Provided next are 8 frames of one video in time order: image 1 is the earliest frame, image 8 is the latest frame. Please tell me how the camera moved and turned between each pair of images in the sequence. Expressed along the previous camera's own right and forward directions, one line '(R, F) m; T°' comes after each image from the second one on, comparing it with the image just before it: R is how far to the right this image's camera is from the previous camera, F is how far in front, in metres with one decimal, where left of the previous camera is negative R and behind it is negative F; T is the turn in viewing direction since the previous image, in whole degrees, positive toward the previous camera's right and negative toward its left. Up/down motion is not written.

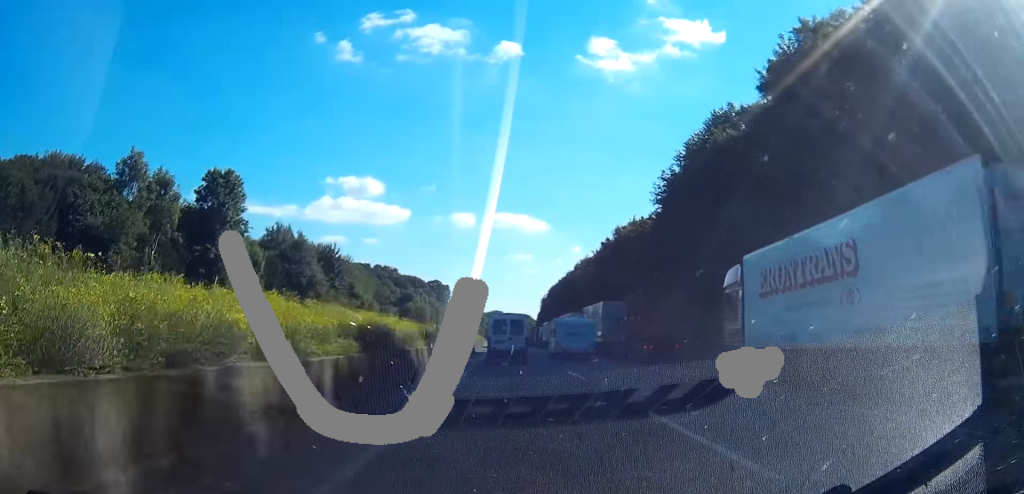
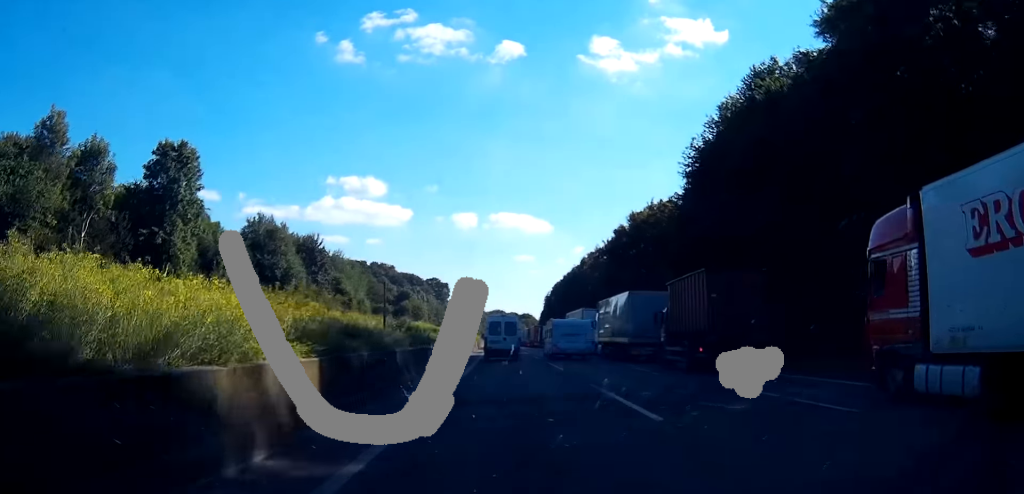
(-0.1, +15.1) m; -1°
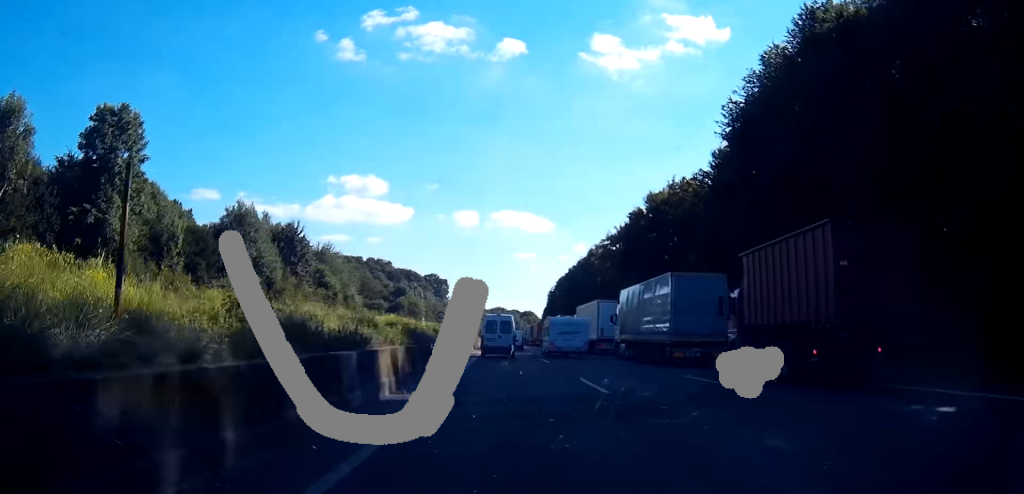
(0.0, +13.6) m; 0°
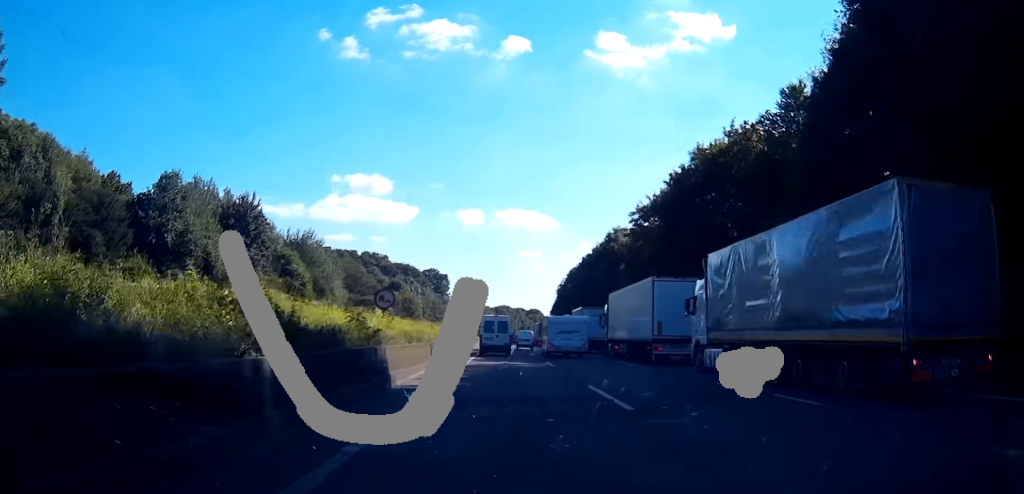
(-0.1, +24.2) m; -1°
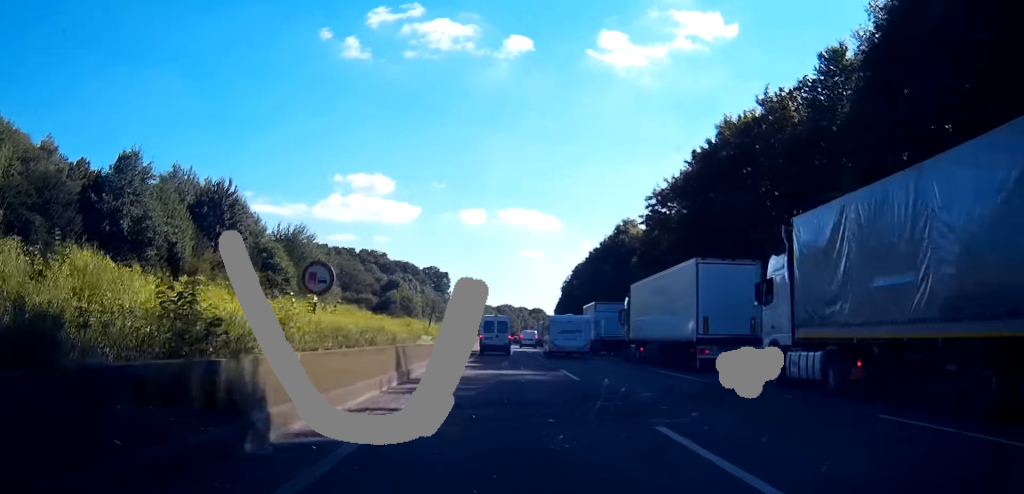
(-0.1, +9.4) m; 0°
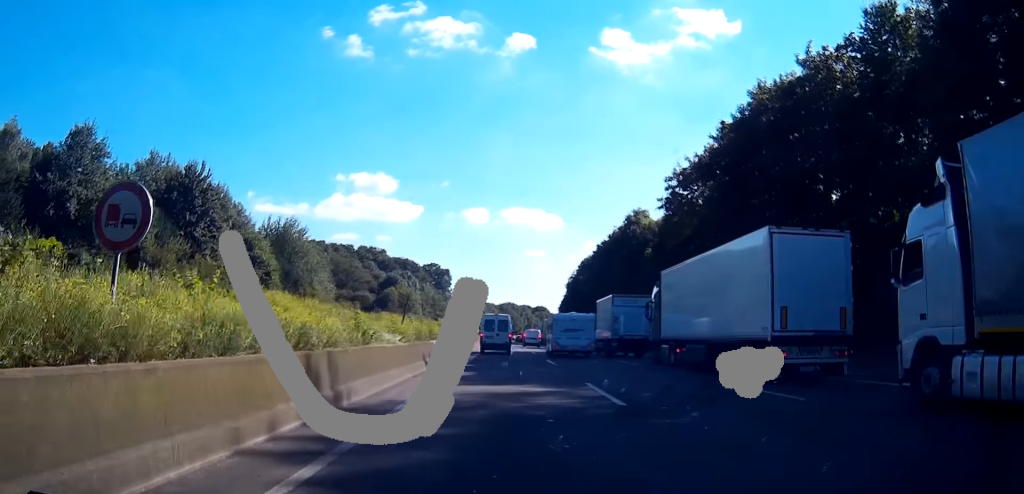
(0.0, +8.8) m; 0°
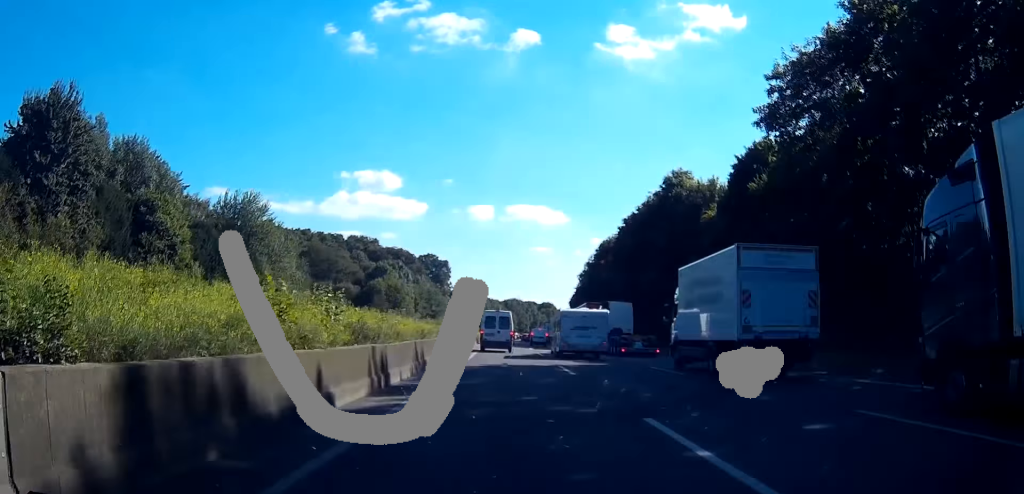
(0.0, +27.3) m; 0°
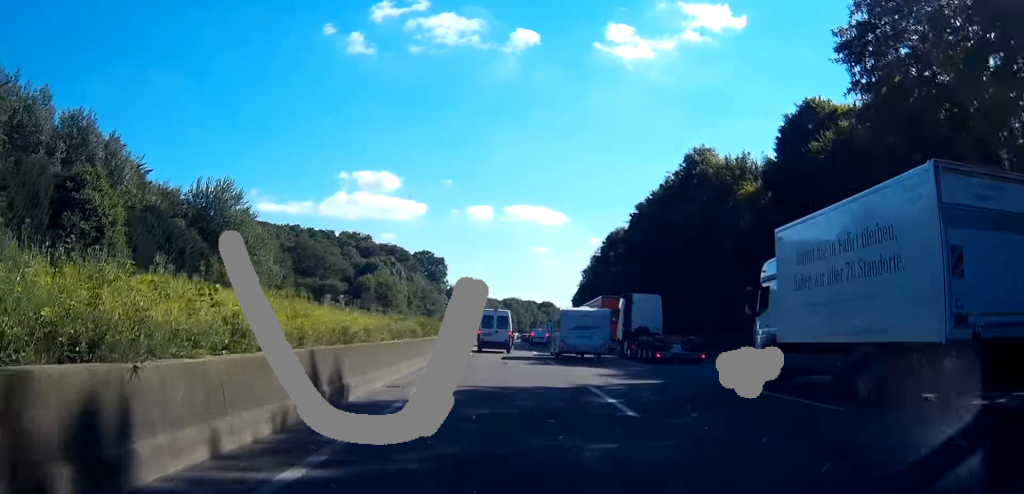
(0.0, +12.2) m; 0°
